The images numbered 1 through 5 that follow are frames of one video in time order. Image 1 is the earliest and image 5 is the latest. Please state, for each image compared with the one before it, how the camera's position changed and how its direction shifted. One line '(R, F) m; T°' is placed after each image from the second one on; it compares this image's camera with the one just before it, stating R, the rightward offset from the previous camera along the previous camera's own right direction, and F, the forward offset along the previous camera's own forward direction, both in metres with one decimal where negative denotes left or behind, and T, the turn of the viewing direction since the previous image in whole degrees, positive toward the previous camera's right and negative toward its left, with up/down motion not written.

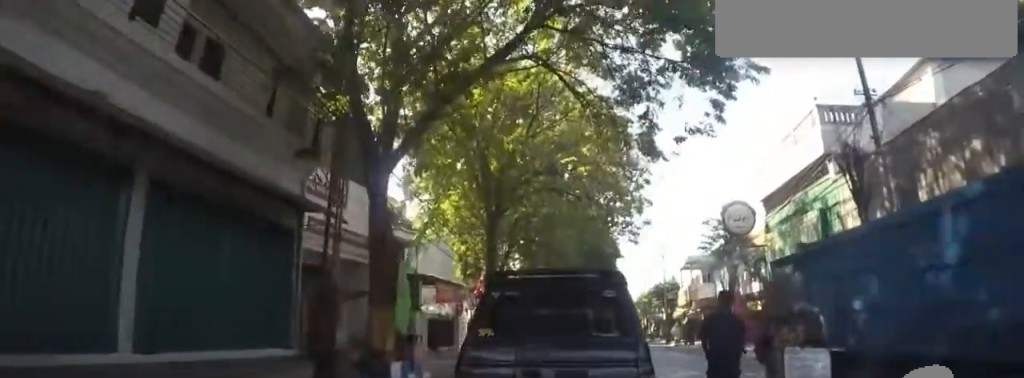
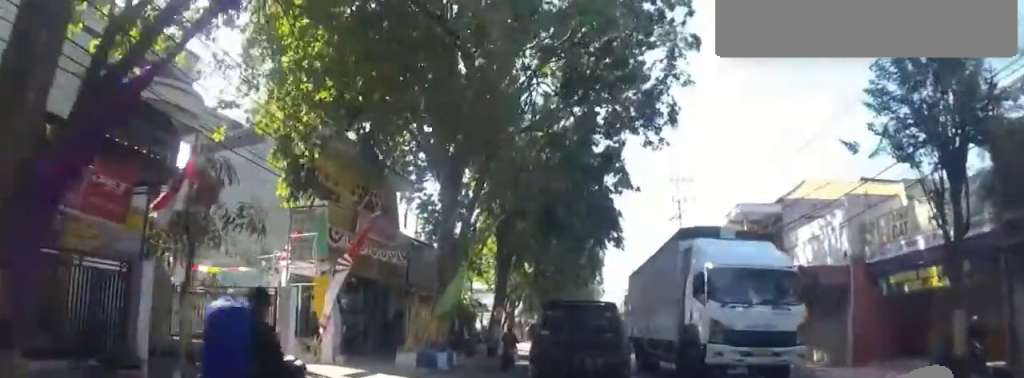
(0.0, +16.5) m; 0°
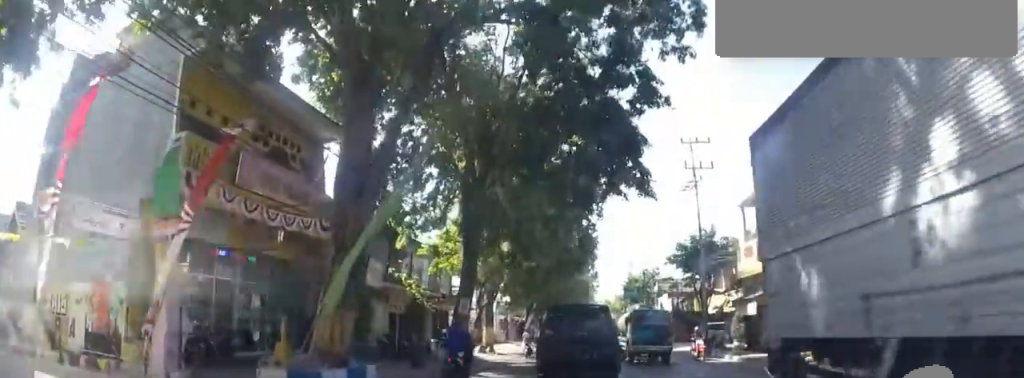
(0.0, +7.0) m; 0°
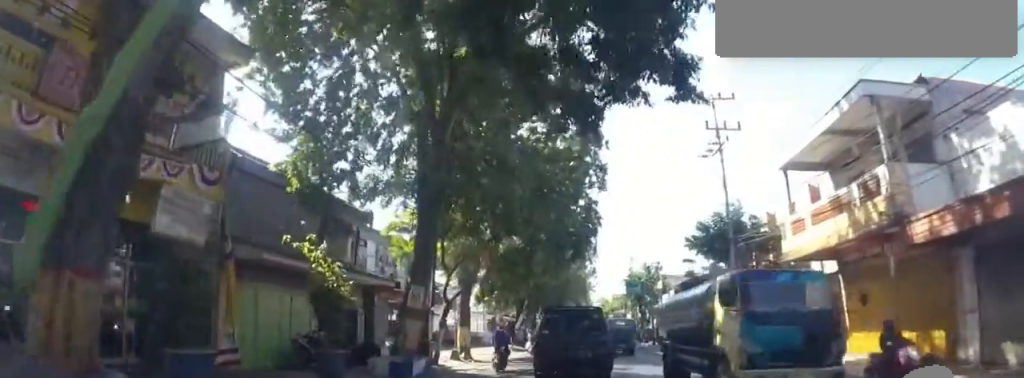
(0.0, +6.0) m; 0°
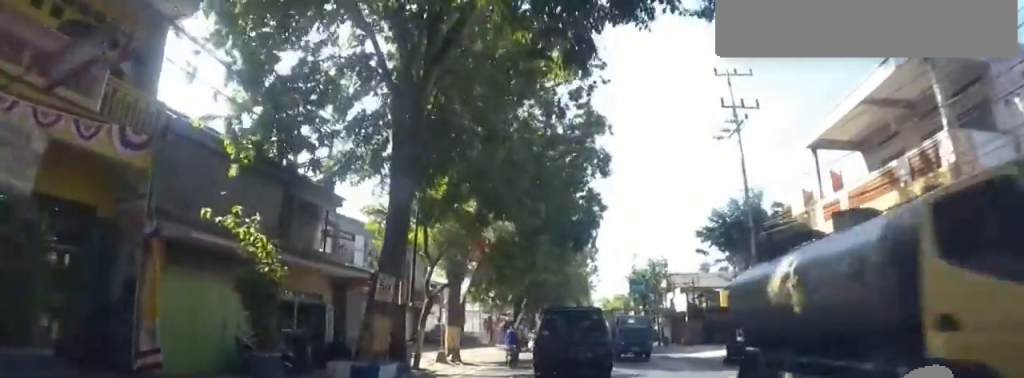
(0.0, +2.5) m; 0°
